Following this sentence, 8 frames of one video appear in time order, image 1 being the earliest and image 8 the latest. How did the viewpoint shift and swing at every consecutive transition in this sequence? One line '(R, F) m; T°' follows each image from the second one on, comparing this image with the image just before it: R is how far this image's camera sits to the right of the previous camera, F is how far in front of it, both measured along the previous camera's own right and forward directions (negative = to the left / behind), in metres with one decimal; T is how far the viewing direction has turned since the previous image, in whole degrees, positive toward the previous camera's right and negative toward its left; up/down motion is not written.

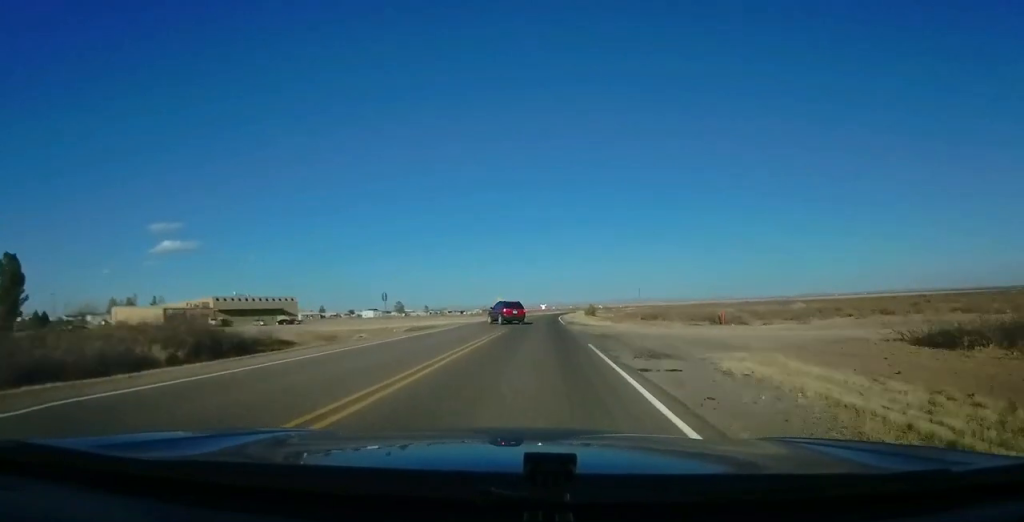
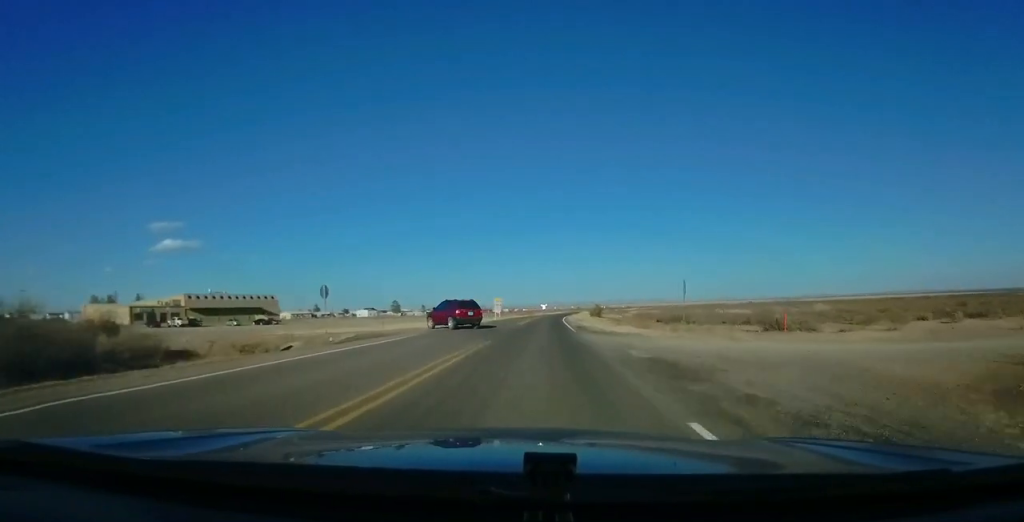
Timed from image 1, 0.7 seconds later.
(-0.2, +13.0) m; +1°
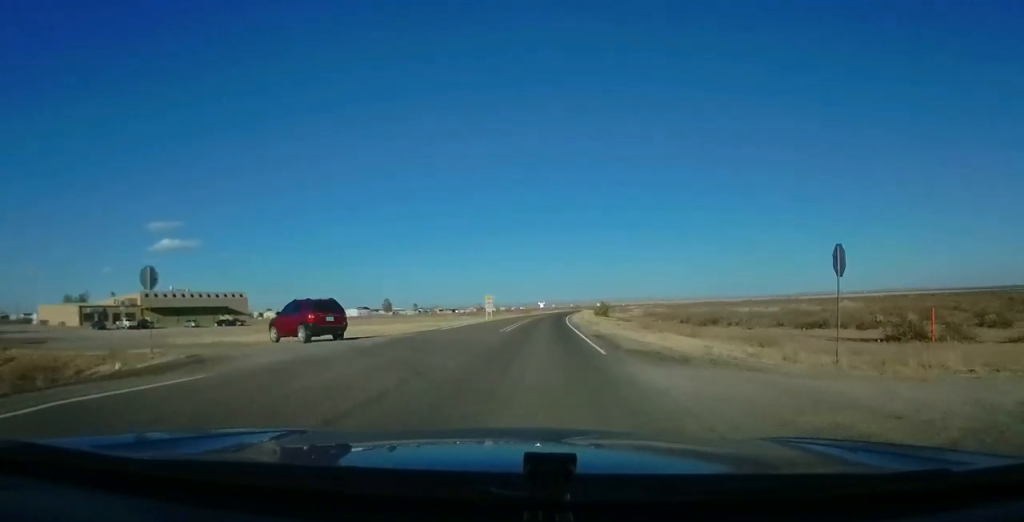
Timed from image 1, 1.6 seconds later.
(+0.3, +15.6) m; 0°
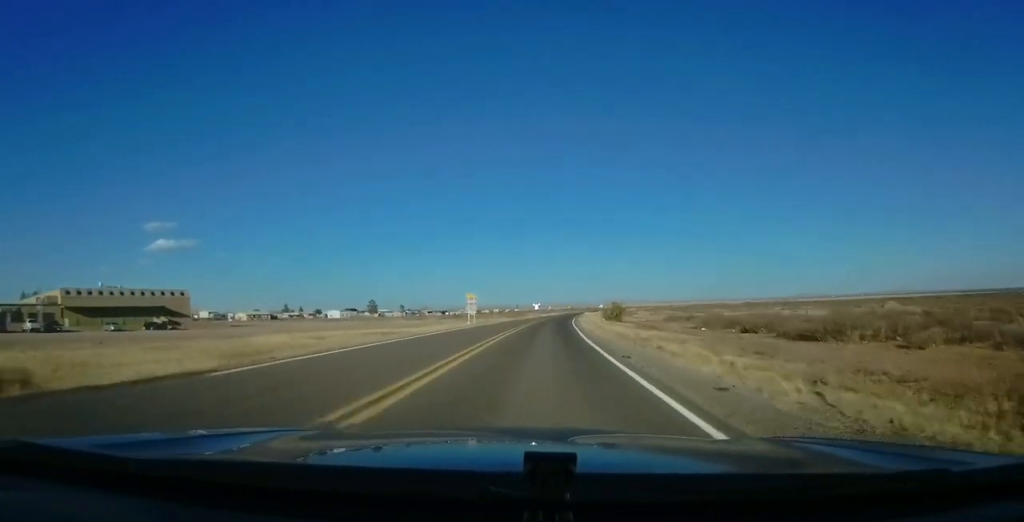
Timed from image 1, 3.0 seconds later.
(-0.3, +22.7) m; 0°
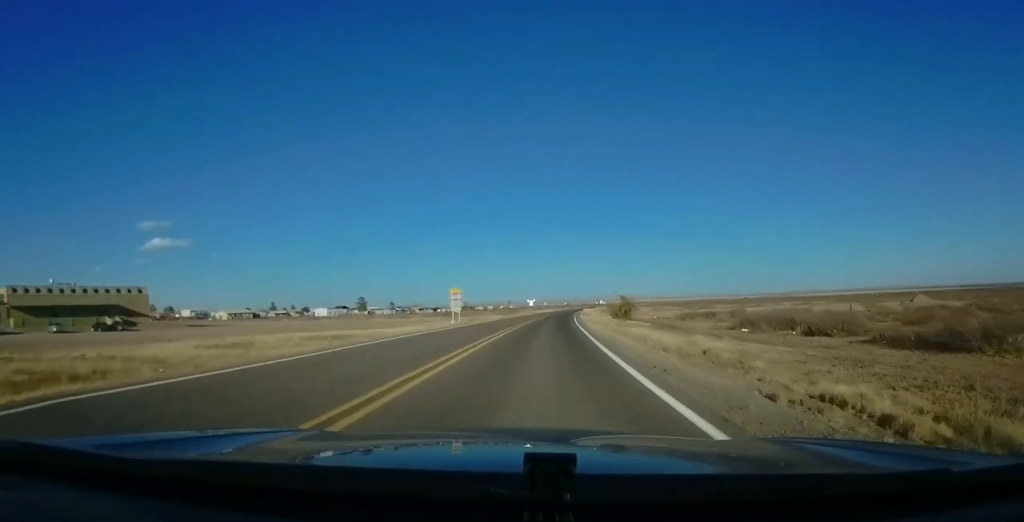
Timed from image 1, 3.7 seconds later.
(+0.4, +12.5) m; 0°
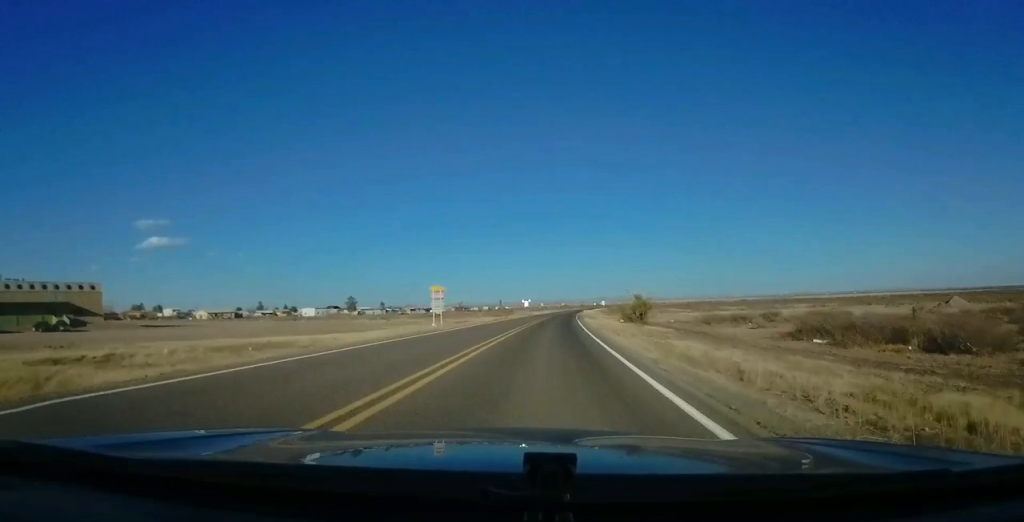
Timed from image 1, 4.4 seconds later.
(-0.2, +12.5) m; 0°
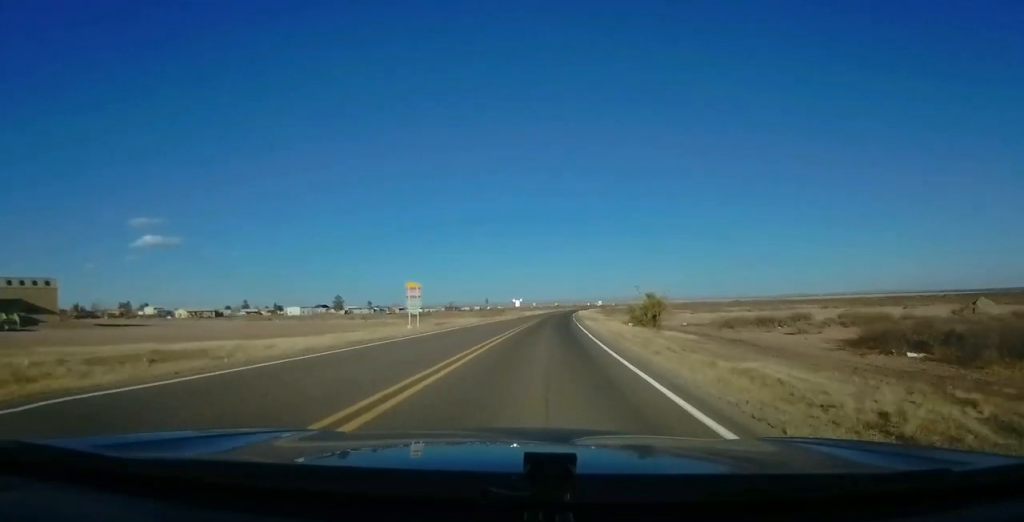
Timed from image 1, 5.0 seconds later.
(-0.2, +9.6) m; 0°
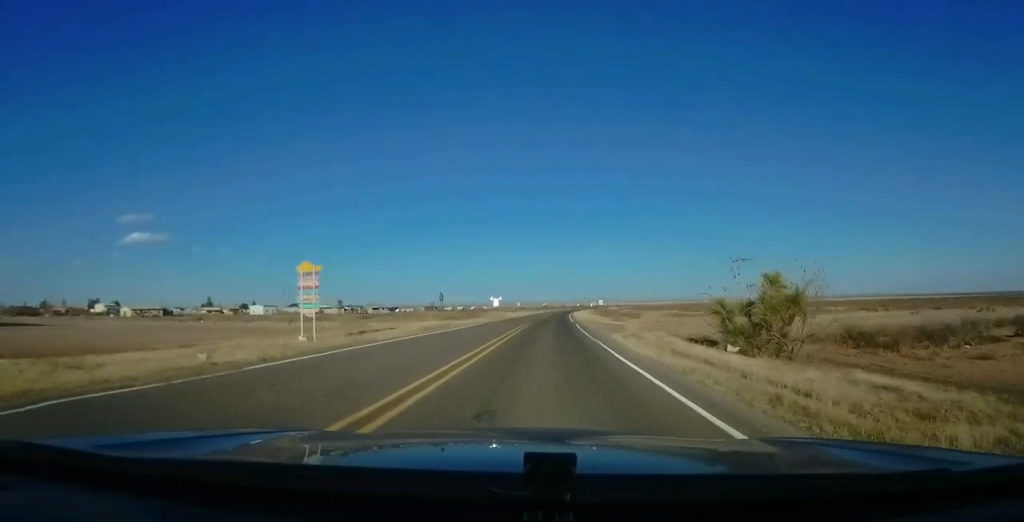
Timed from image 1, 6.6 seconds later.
(+1.2, +26.4) m; +4°
